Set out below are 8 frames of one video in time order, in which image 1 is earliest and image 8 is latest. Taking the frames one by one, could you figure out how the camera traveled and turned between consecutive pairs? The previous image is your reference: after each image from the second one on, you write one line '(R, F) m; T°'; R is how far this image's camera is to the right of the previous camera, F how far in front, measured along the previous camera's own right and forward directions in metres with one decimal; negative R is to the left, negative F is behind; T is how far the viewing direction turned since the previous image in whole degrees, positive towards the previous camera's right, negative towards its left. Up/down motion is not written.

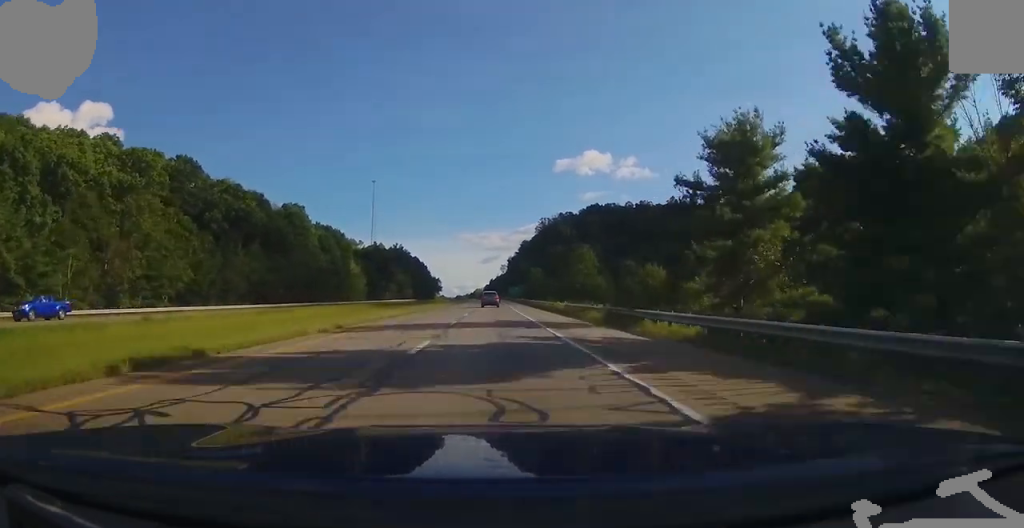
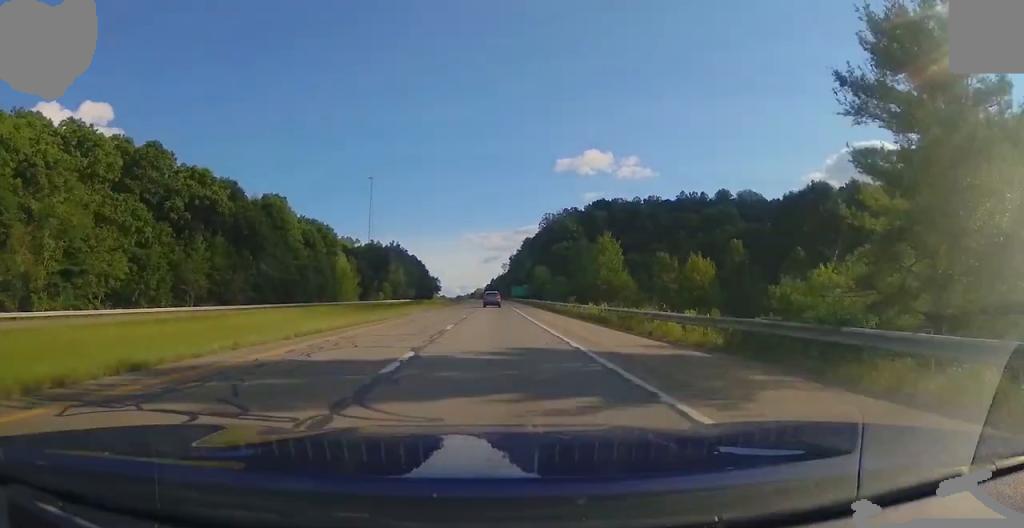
(0.0, +14.8) m; 0°
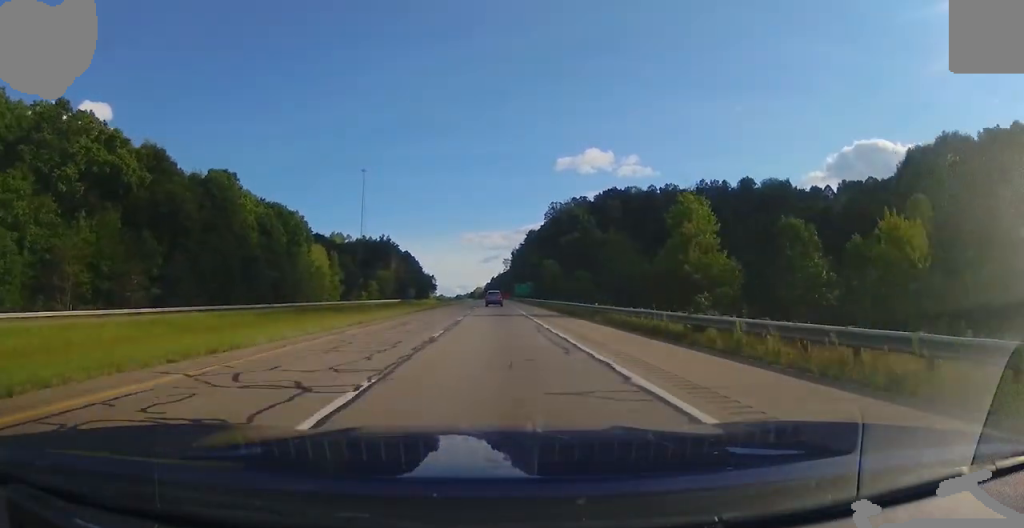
(0.0, +28.5) m; 0°
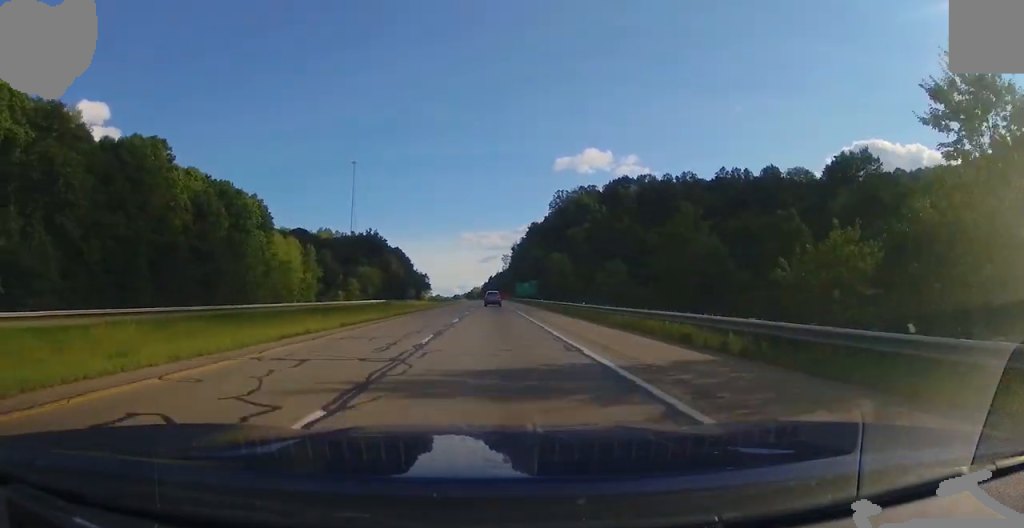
(+0.1, +26.3) m; 0°
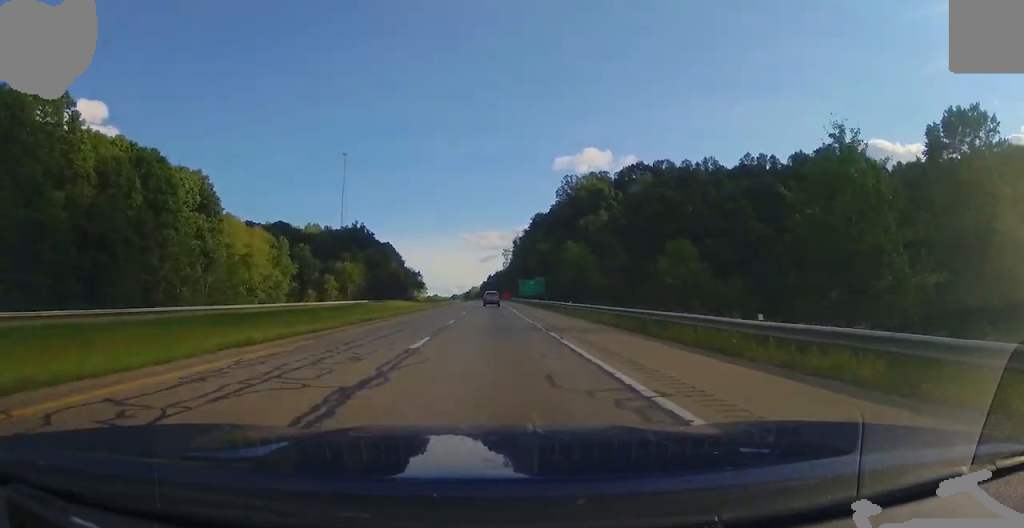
(0.0, +25.4) m; 0°
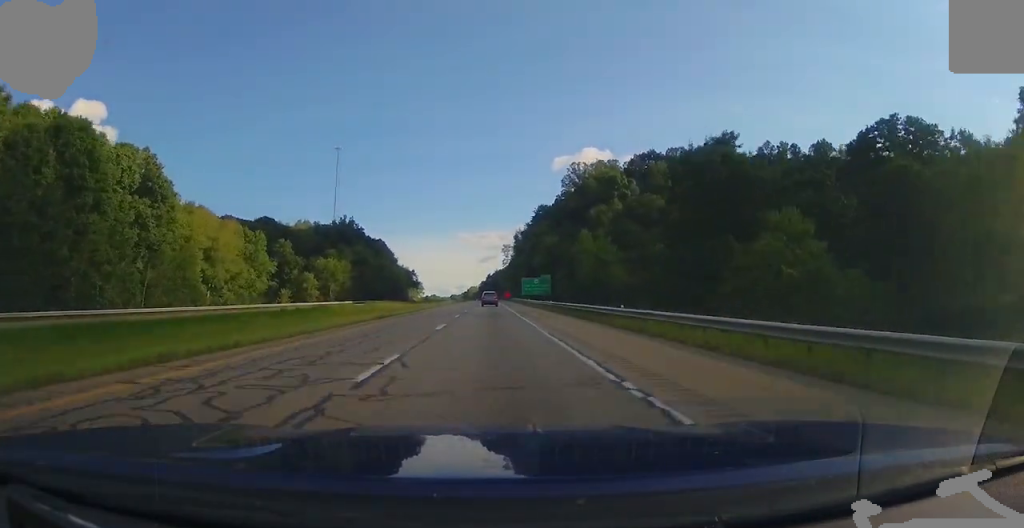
(0.0, +17.4) m; 0°
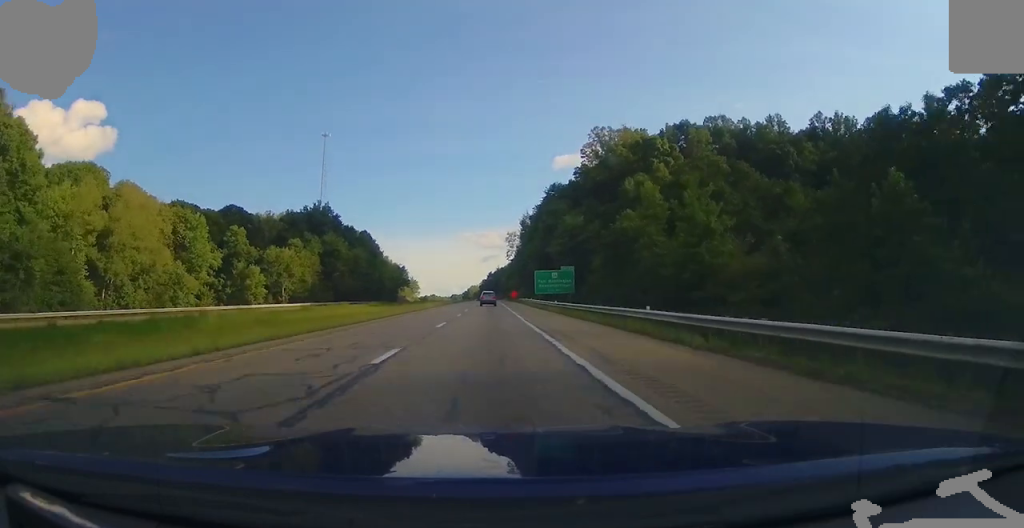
(+0.2, +34.8) m; 0°
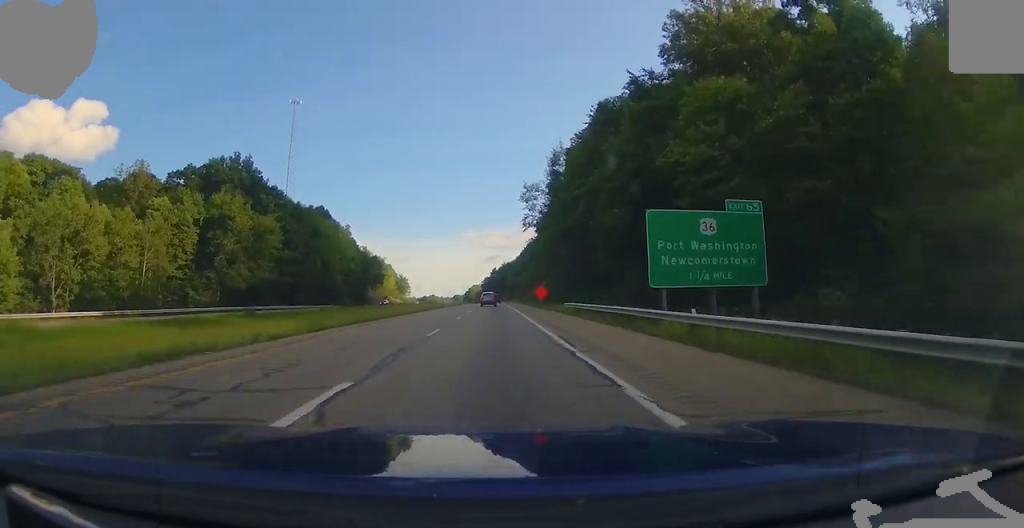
(-0.8, +65.6) m; -1°
